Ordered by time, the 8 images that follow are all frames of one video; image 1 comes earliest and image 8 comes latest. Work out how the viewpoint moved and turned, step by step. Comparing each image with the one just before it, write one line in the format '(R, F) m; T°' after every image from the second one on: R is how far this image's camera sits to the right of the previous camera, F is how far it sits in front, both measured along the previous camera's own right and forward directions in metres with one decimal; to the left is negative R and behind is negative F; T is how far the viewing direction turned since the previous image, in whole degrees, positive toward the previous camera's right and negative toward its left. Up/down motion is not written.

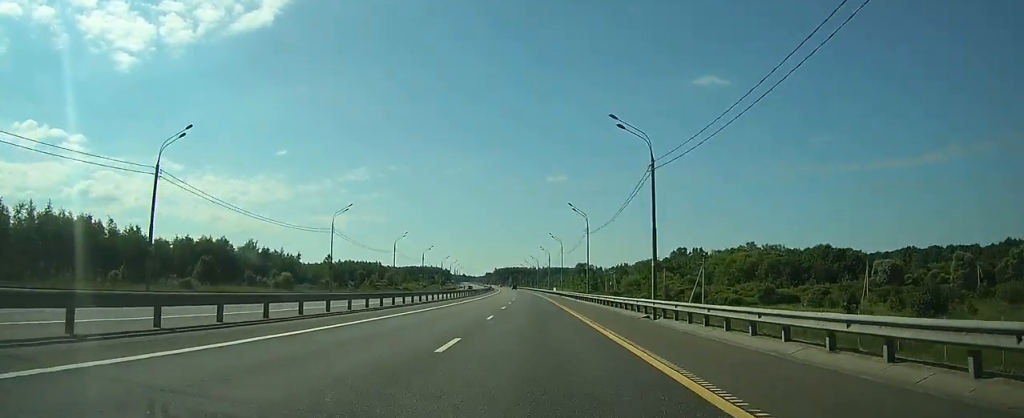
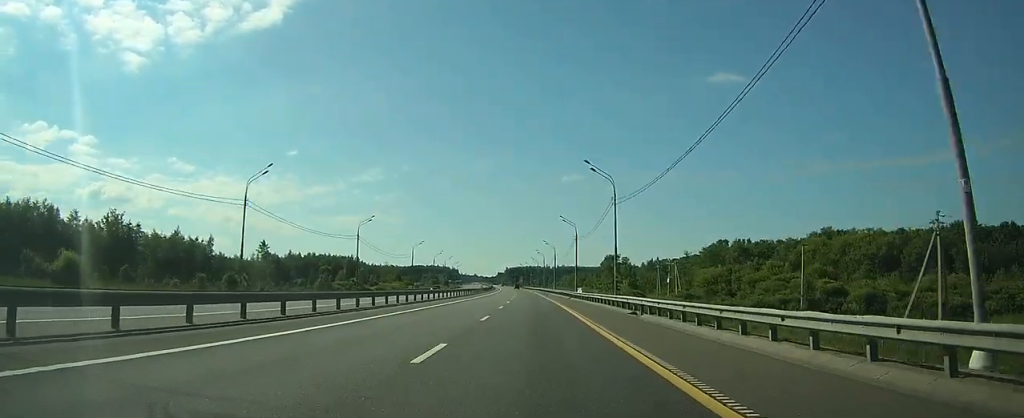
(-0.5, +62.0) m; -1°
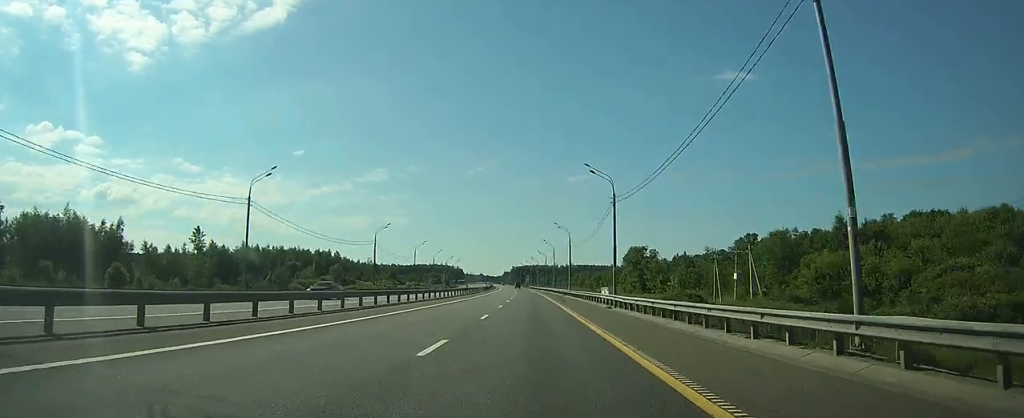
(-0.2, +35.0) m; -1°
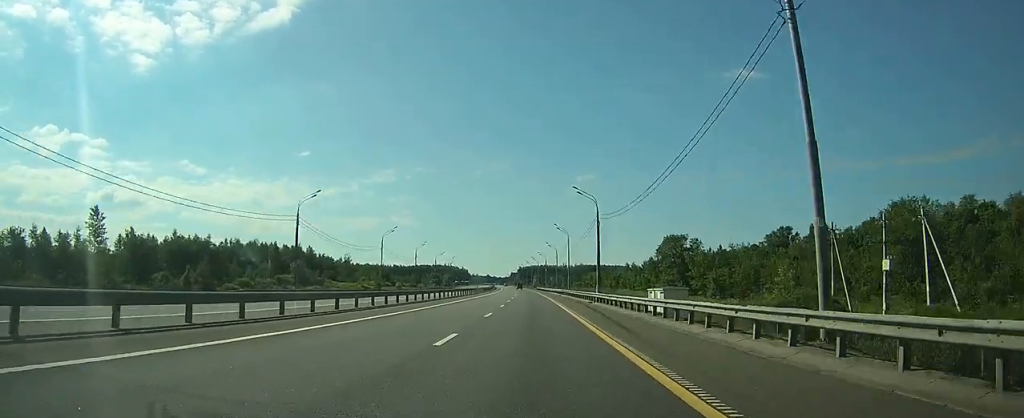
(-0.3, +33.7) m; -1°
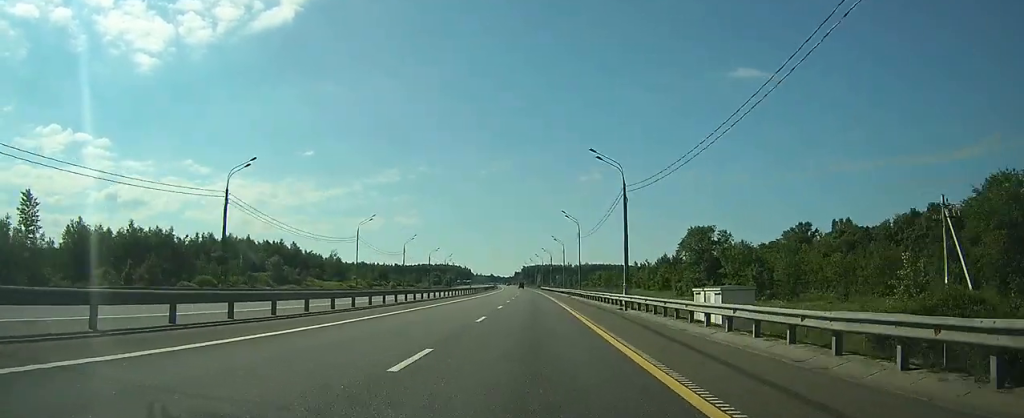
(-0.1, +15.7) m; 0°
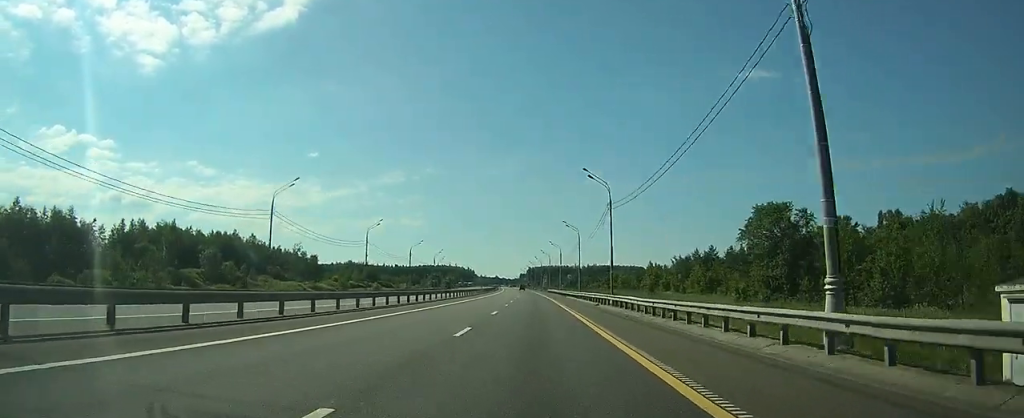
(0.0, +29.3) m; 0°
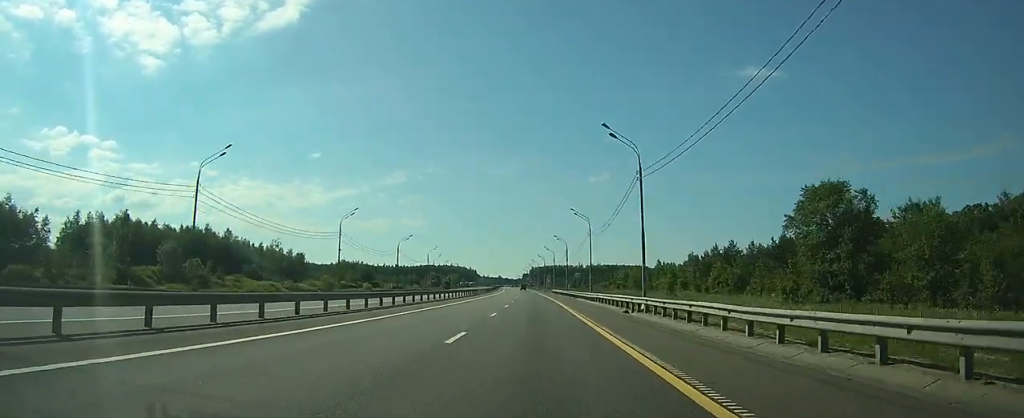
(0.0, +13.6) m; 0°
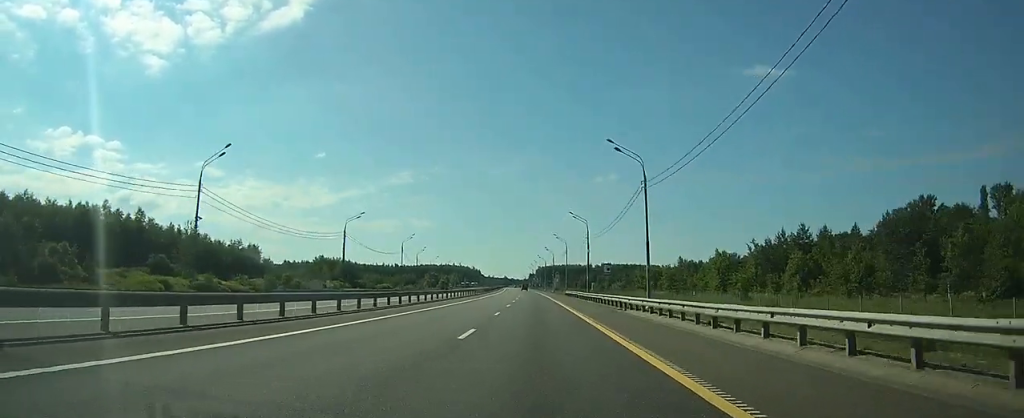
(-0.3, +34.5) m; -1°
